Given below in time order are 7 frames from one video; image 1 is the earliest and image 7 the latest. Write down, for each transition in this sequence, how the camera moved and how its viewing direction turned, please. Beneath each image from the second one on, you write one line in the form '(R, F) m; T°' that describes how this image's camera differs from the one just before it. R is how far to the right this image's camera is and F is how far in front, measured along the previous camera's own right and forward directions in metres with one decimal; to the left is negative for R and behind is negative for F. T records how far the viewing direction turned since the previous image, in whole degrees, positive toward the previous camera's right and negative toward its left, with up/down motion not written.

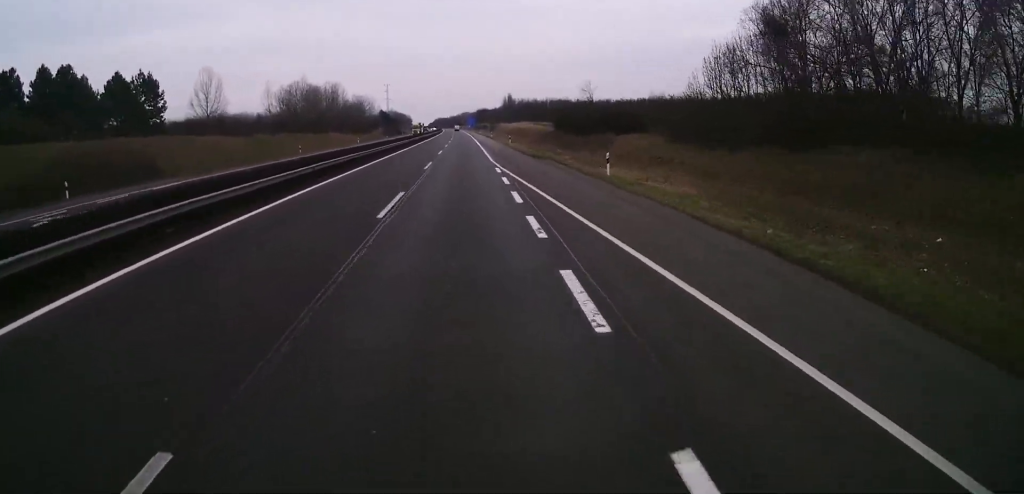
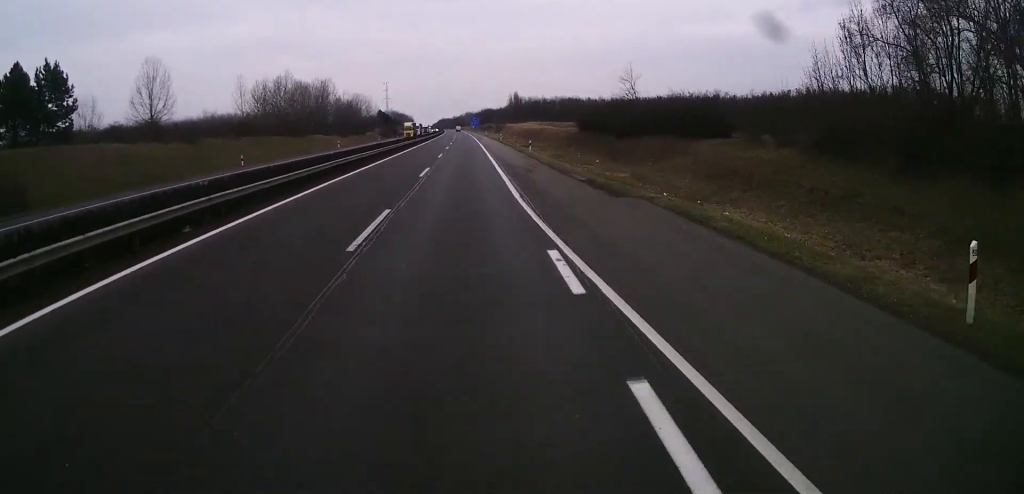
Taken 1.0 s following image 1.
(0.0, +22.2) m; -1°
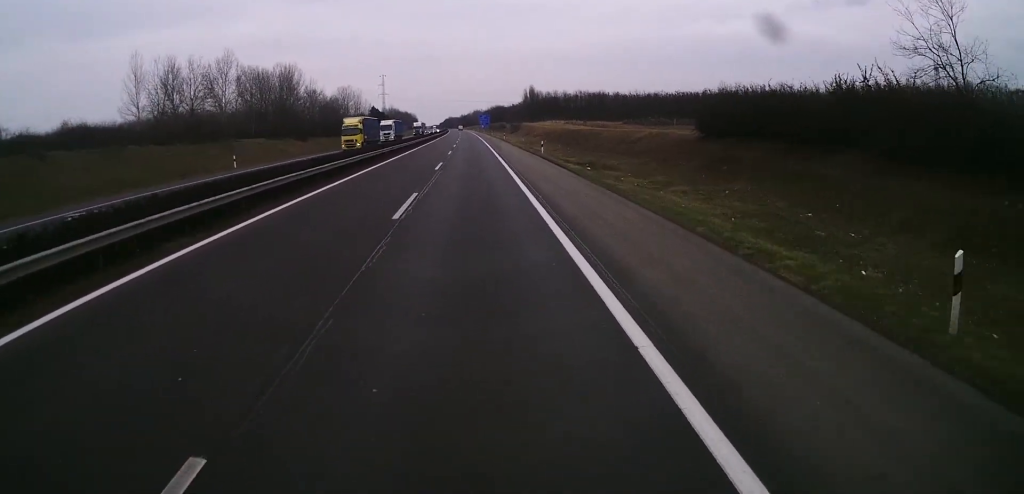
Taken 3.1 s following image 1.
(-0.4, +49.7) m; -1°
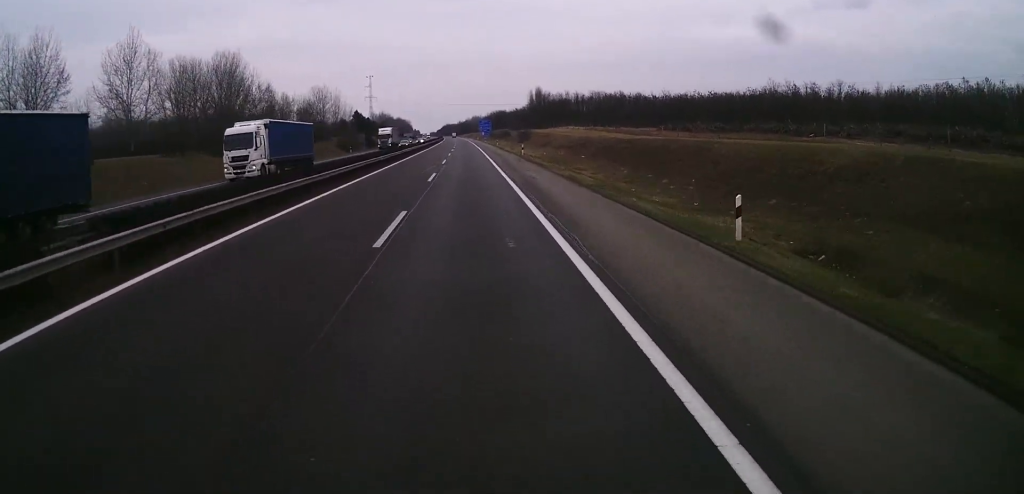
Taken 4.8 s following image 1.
(-0.4, +38.9) m; -1°
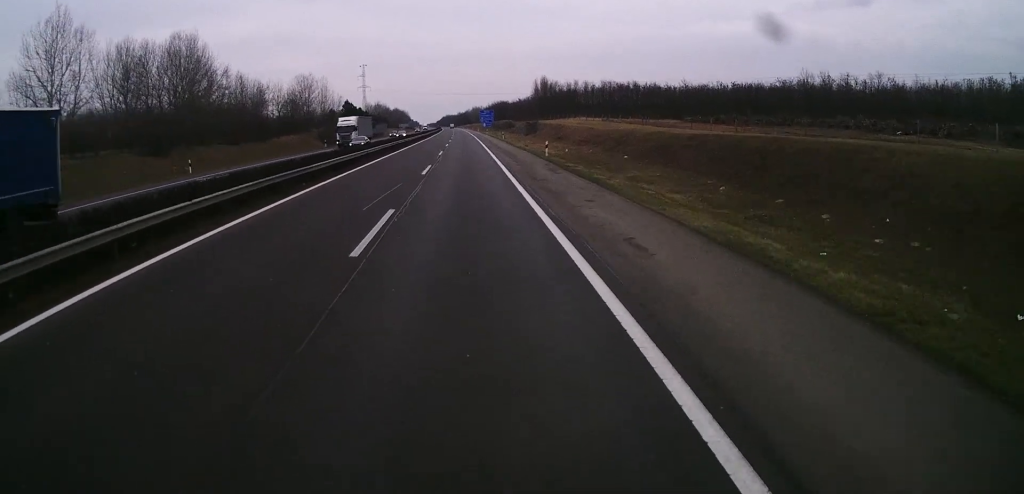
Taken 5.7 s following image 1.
(+0.1, +19.8) m; +1°
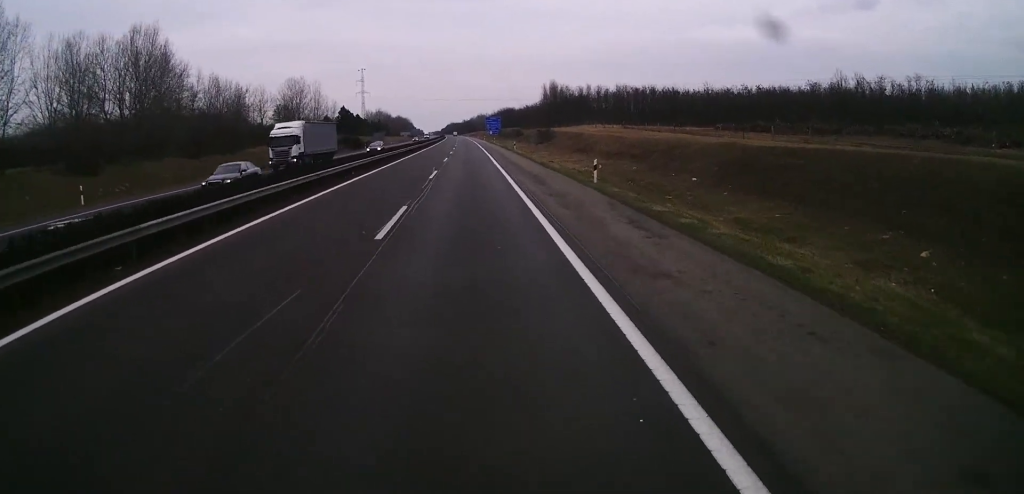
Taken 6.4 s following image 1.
(+0.3, +15.3) m; 0°
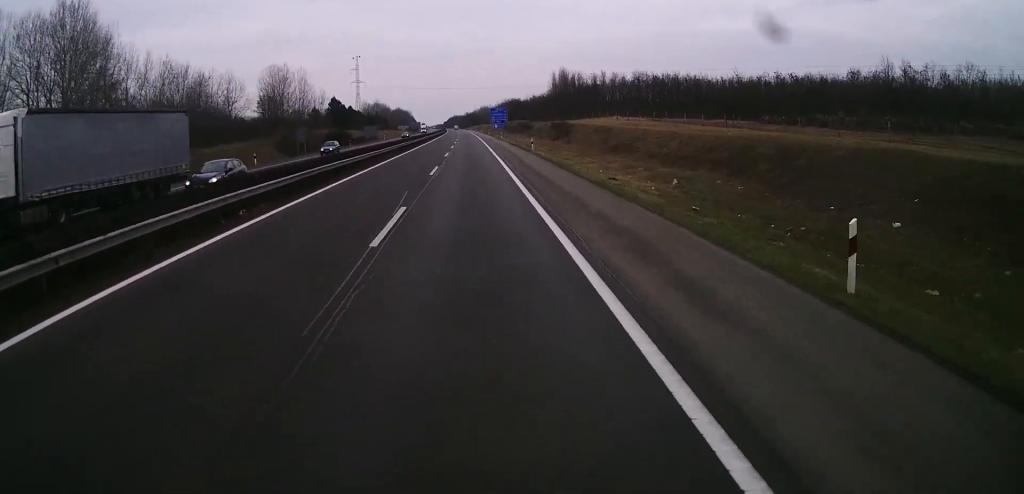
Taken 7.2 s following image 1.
(-0.4, +19.1) m; -1°
